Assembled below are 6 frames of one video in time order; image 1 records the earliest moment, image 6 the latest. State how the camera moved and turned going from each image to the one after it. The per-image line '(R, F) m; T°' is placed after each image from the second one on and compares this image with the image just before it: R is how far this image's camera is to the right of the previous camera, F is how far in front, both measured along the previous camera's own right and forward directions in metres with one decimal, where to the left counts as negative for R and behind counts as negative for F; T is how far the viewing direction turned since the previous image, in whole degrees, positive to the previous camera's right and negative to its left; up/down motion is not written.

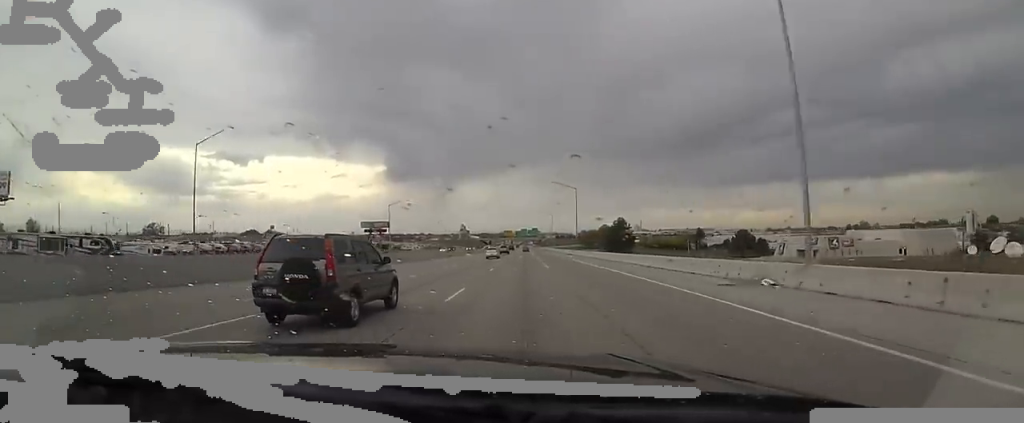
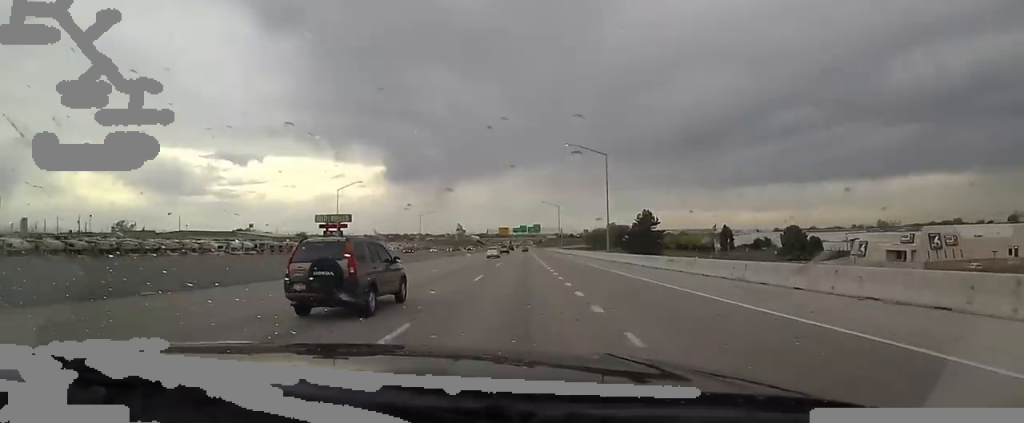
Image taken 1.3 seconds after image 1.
(-0.3, +38.0) m; -2°
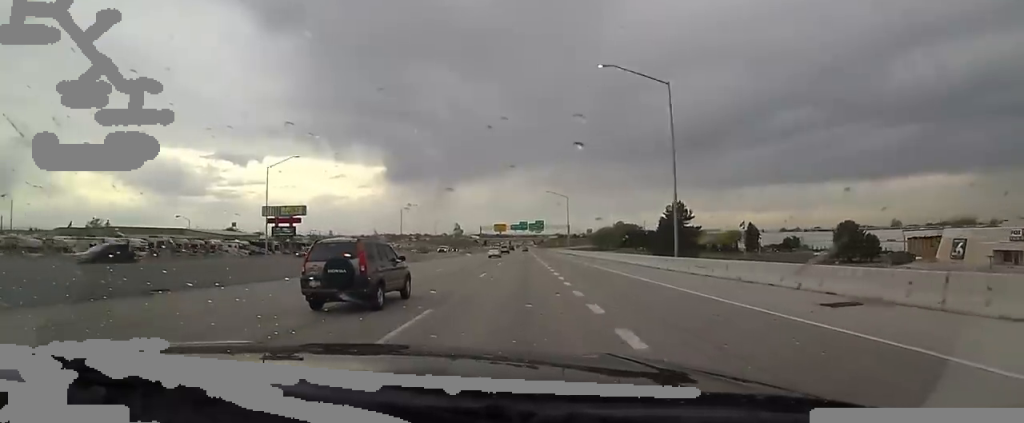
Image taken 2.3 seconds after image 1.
(-0.3, +28.1) m; -1°
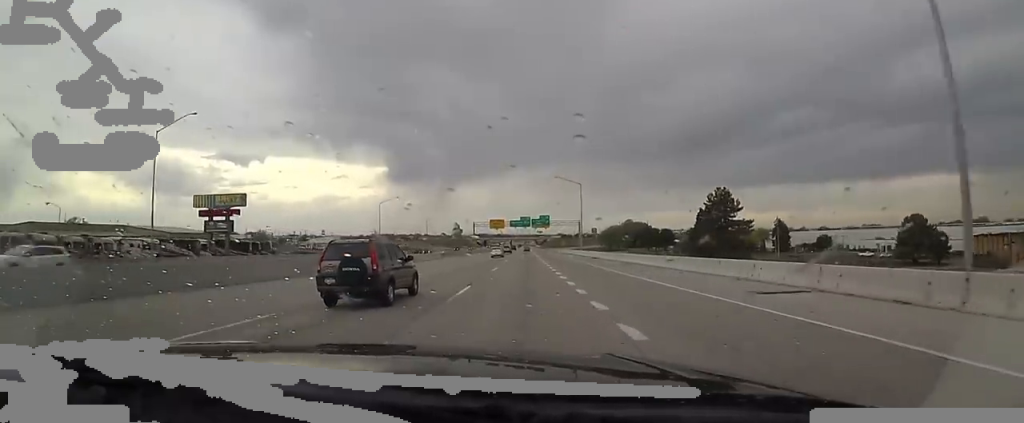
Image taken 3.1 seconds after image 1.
(0.0, +24.3) m; 0°
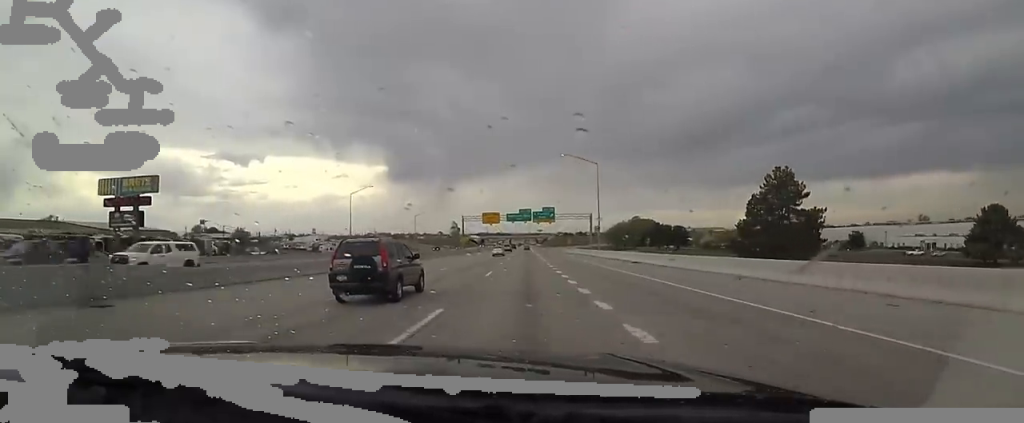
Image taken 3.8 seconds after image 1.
(0.0, +21.5) m; 0°
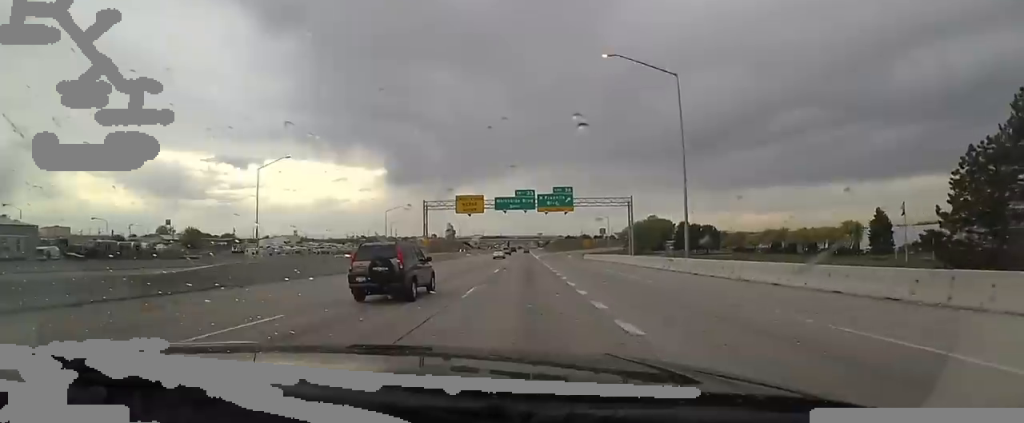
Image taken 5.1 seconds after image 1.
(0.0, +38.6) m; +2°
